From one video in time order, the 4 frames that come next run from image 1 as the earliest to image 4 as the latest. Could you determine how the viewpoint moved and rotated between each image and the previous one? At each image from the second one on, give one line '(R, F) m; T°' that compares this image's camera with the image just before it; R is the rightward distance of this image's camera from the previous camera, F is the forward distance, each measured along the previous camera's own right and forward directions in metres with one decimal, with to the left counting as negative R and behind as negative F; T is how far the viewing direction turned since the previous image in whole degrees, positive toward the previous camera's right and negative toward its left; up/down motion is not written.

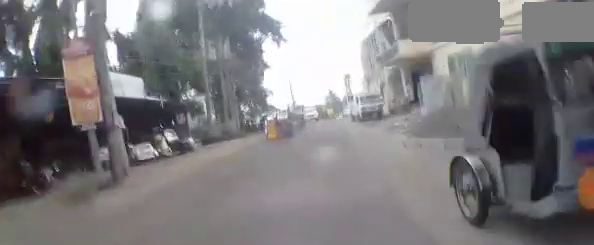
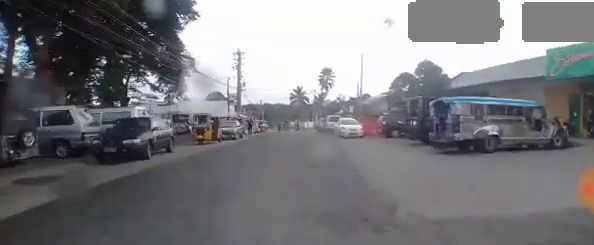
(-2.1, +32.2) m; -5°
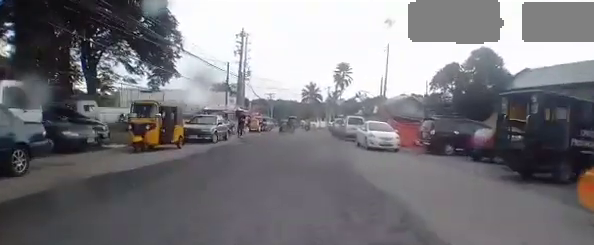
(+0.3, +7.0) m; +2°
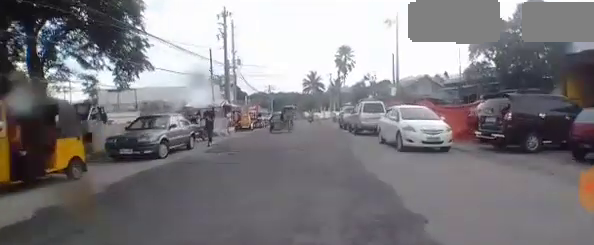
(0.0, +5.3) m; -1°
